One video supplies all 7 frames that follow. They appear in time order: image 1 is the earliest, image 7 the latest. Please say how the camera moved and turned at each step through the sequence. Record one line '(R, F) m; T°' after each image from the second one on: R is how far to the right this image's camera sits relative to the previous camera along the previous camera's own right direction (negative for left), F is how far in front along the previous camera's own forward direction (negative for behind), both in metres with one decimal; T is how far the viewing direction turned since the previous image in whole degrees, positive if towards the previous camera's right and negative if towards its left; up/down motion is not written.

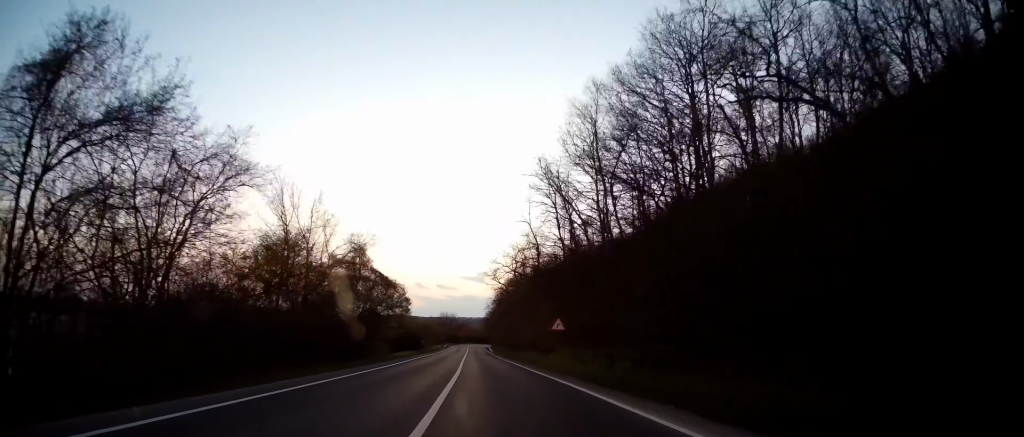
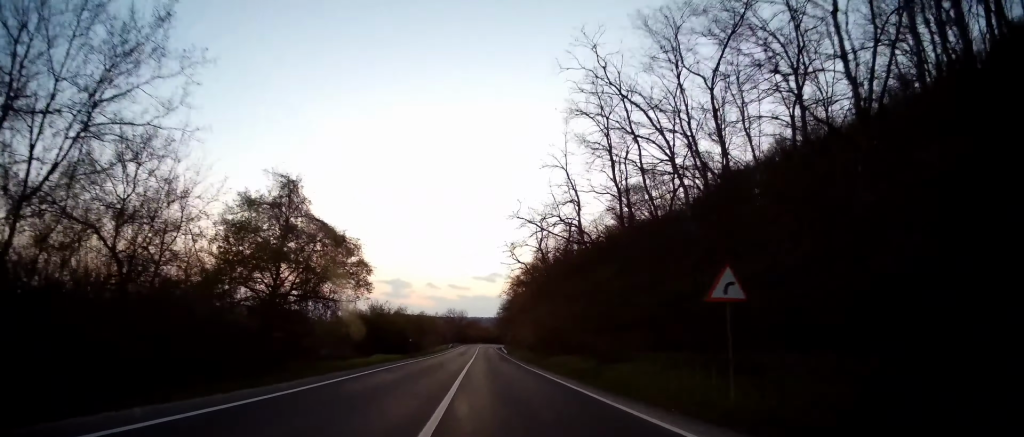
(-0.8, +18.4) m; -2°
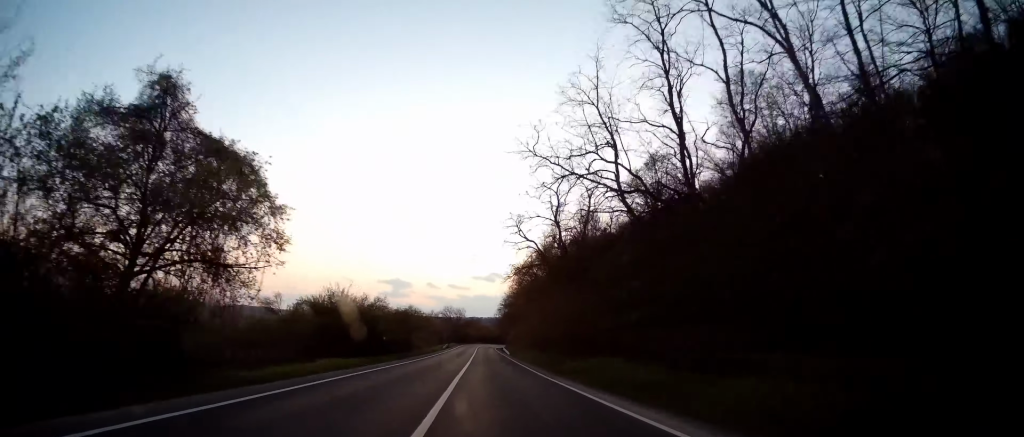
(0.0, +11.0) m; 0°
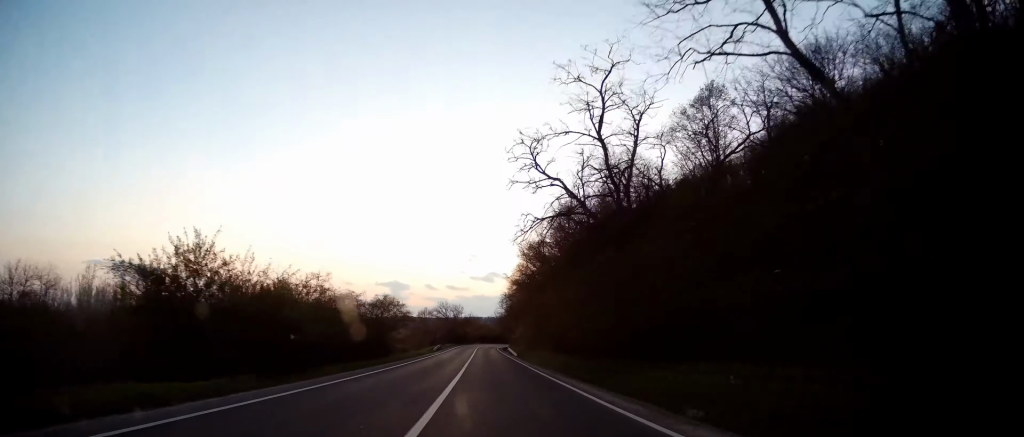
(0.0, +15.4) m; 0°
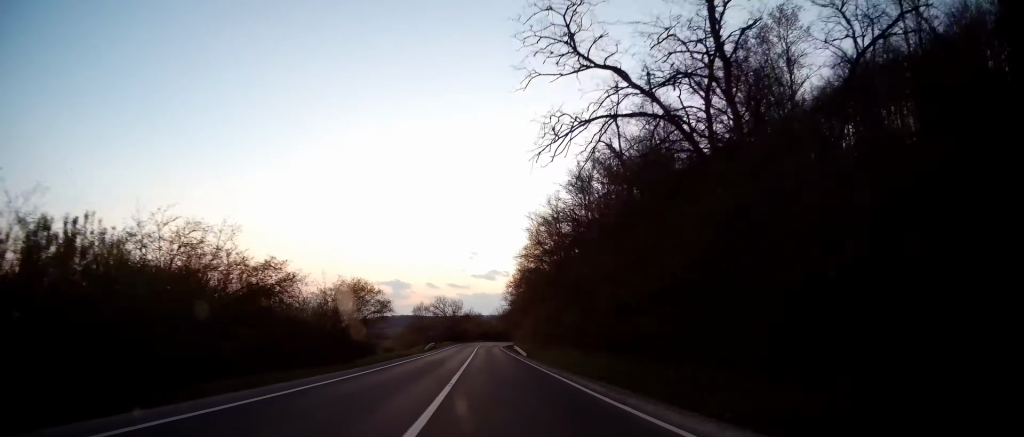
(0.0, +11.0) m; 0°
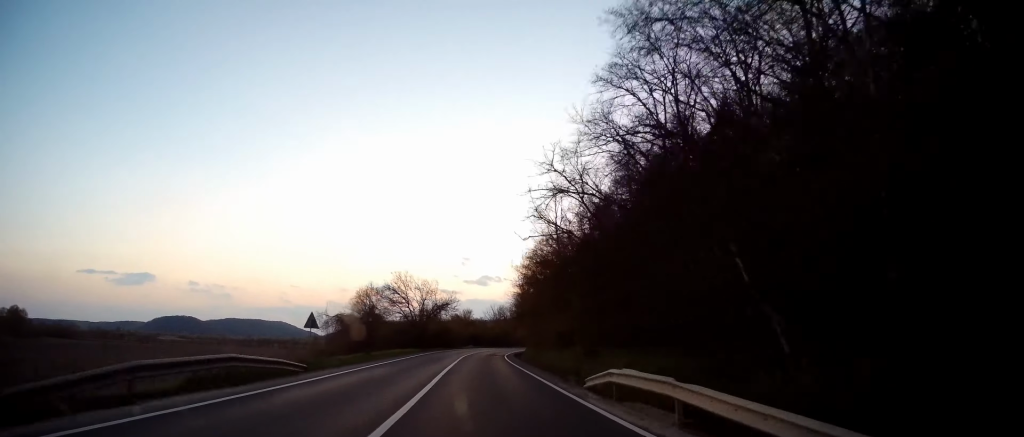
(+0.3, +47.7) m; +1°
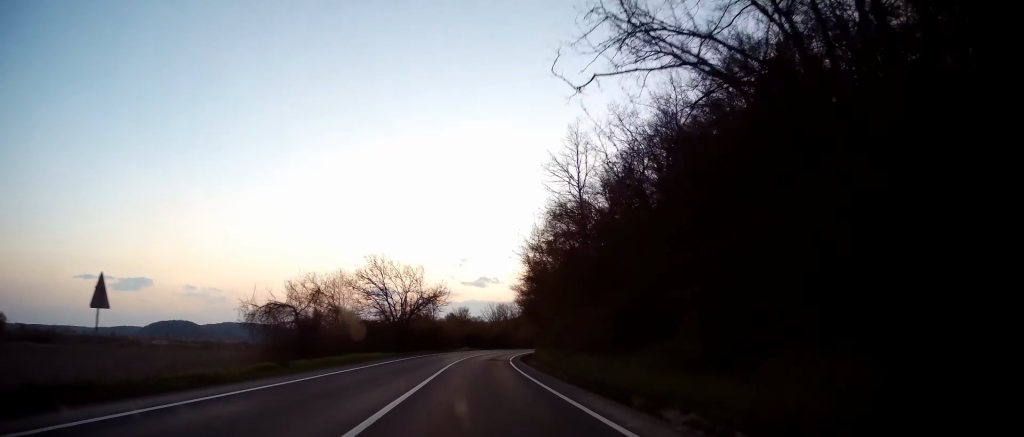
(-0.1, +14.2) m; 0°
